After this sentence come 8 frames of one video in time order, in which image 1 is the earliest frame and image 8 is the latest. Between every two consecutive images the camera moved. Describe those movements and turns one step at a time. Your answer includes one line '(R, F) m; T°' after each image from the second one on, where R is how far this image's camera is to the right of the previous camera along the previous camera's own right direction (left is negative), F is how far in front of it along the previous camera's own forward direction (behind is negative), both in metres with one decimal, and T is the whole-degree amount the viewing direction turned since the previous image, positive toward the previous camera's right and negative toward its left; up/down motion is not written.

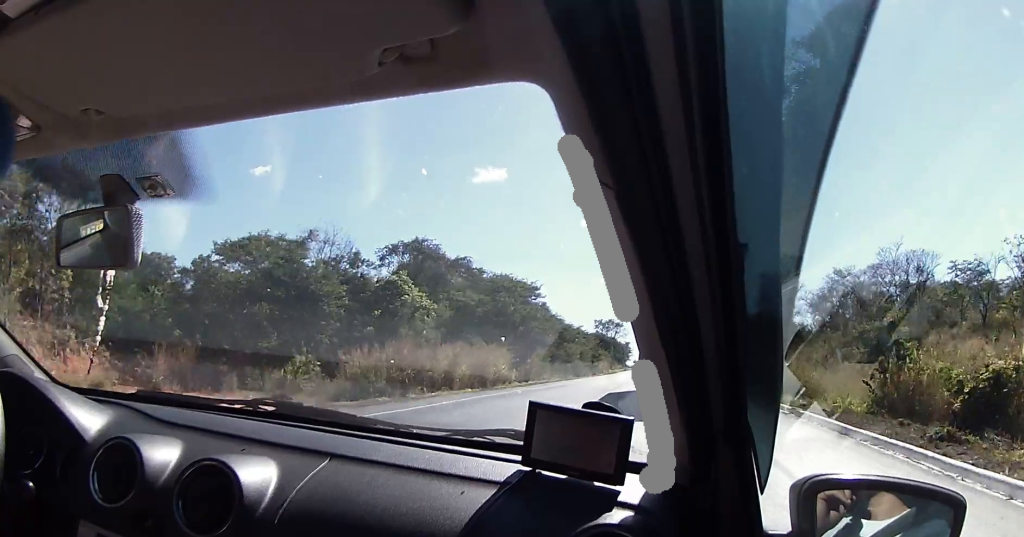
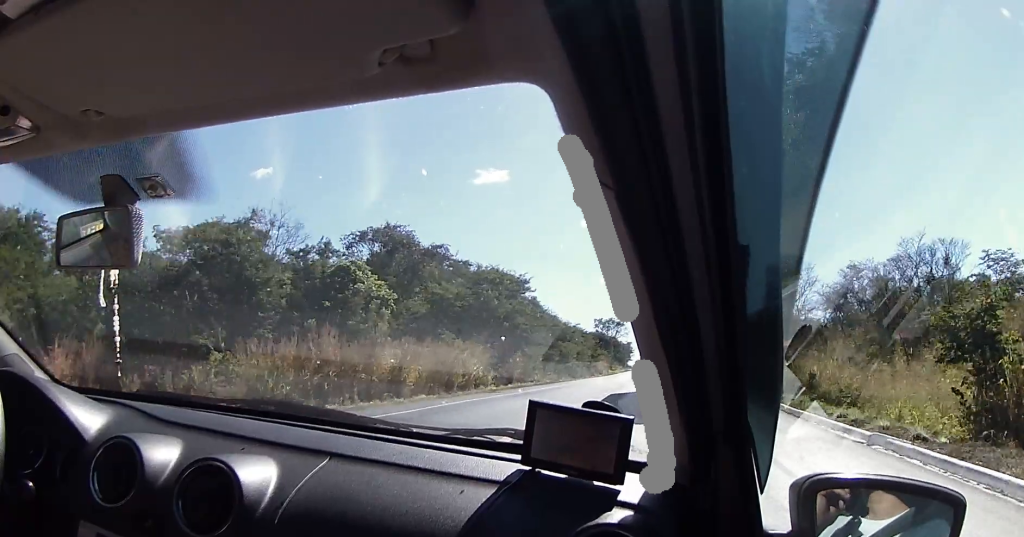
(-0.2, +7.3) m; 0°
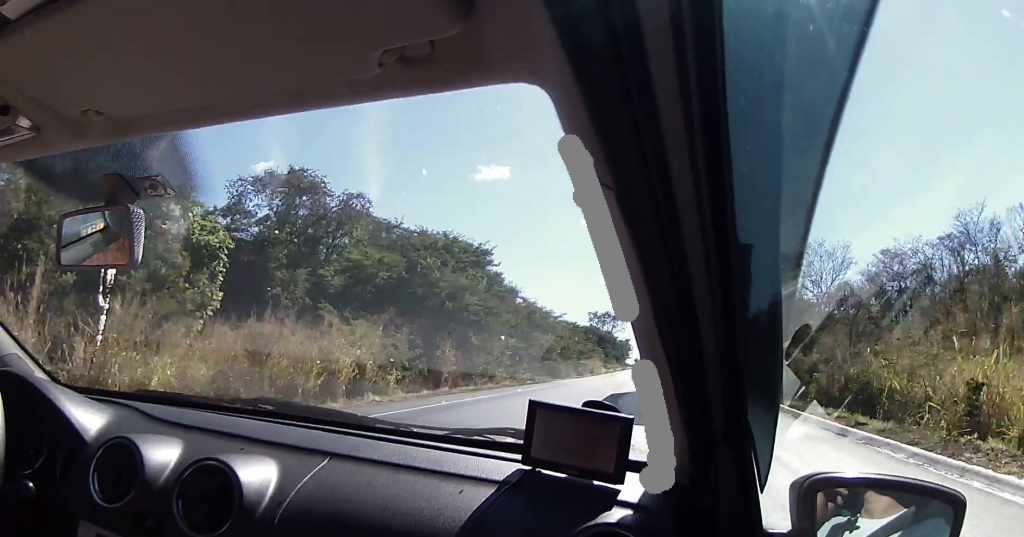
(+0.2, +15.8) m; +1°
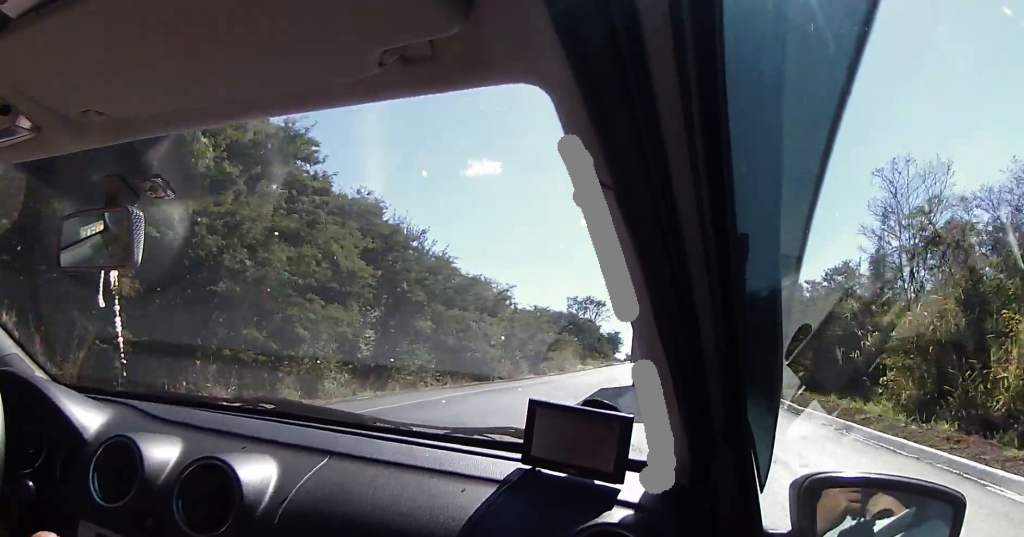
(+0.1, +27.0) m; 0°
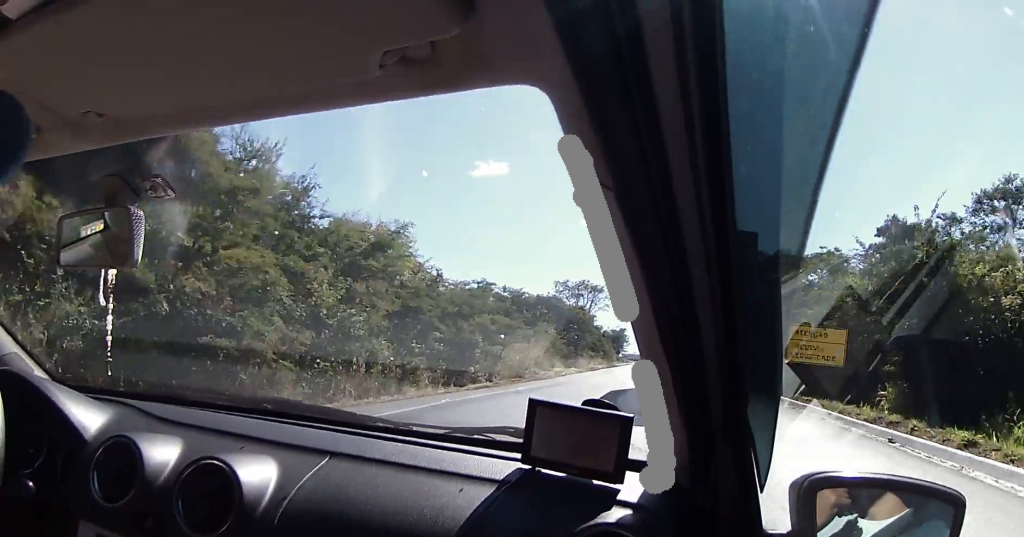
(-0.3, +27.9) m; 0°
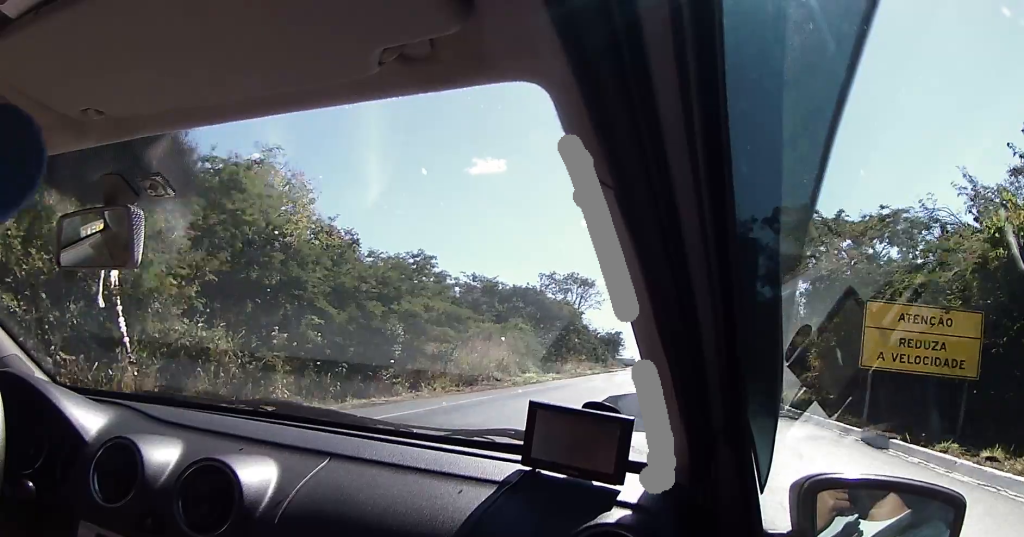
(+0.2, +12.3) m; 0°
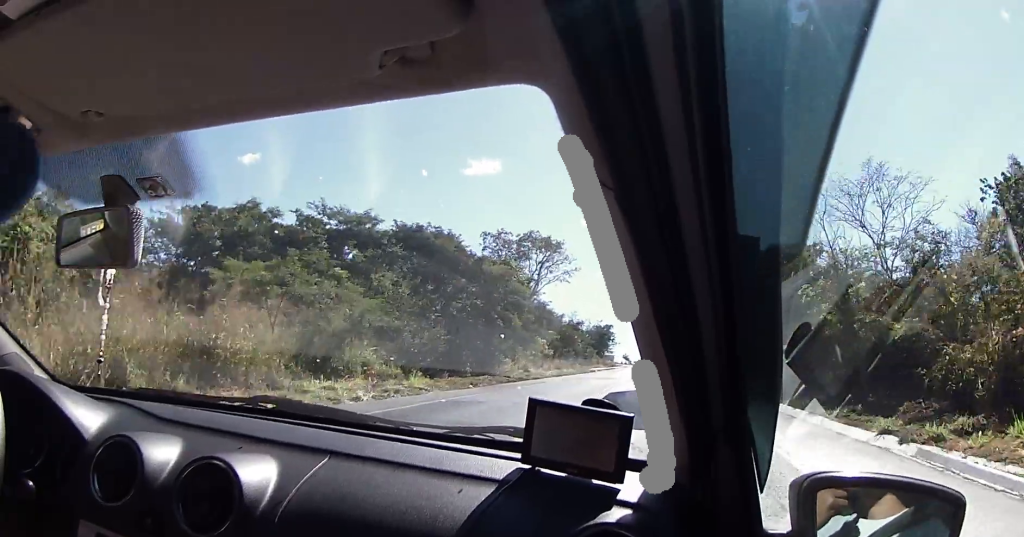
(-0.2, +29.8) m; -1°
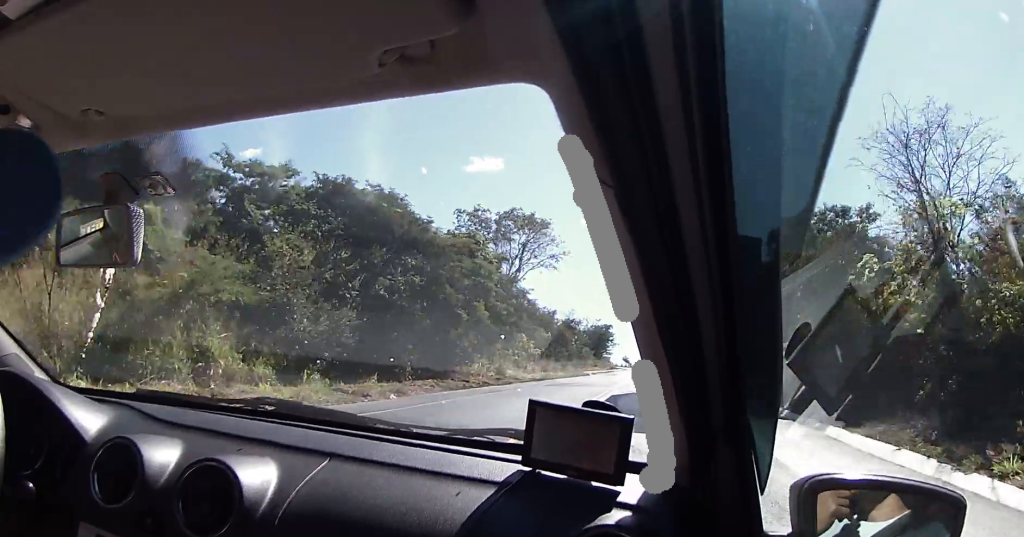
(-0.2, +9.4) m; 0°
